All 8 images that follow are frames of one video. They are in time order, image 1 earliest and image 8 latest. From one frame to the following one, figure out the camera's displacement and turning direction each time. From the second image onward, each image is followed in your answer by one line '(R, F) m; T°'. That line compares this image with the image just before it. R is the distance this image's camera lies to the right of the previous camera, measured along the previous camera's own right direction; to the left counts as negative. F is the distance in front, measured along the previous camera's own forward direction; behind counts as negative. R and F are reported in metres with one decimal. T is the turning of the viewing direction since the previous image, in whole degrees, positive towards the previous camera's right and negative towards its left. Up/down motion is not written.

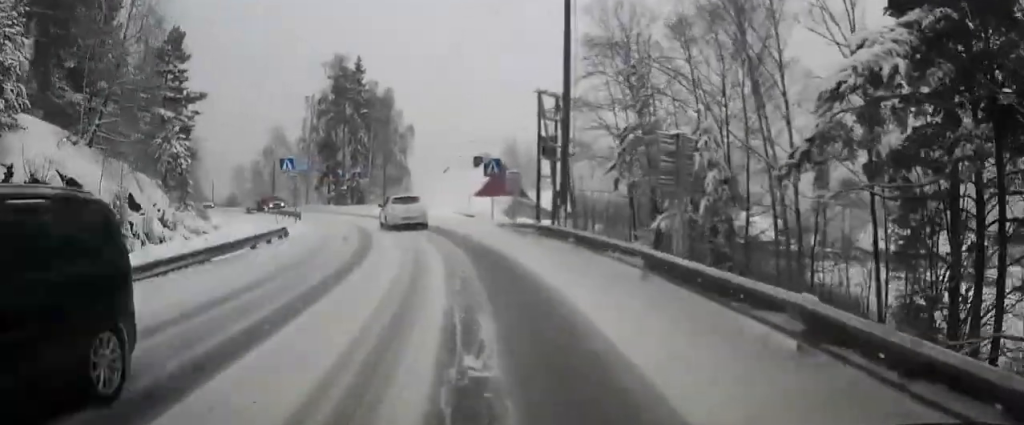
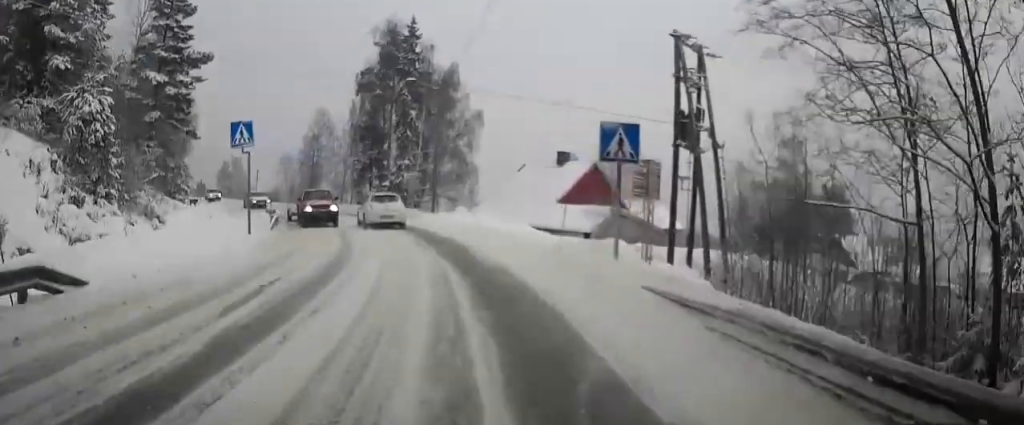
(-0.3, +15.1) m; -6°
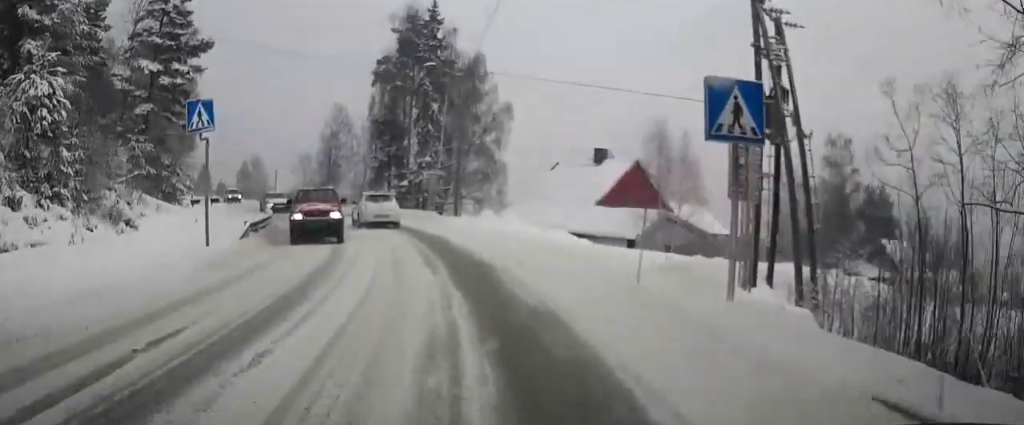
(+0.1, +4.9) m; -3°
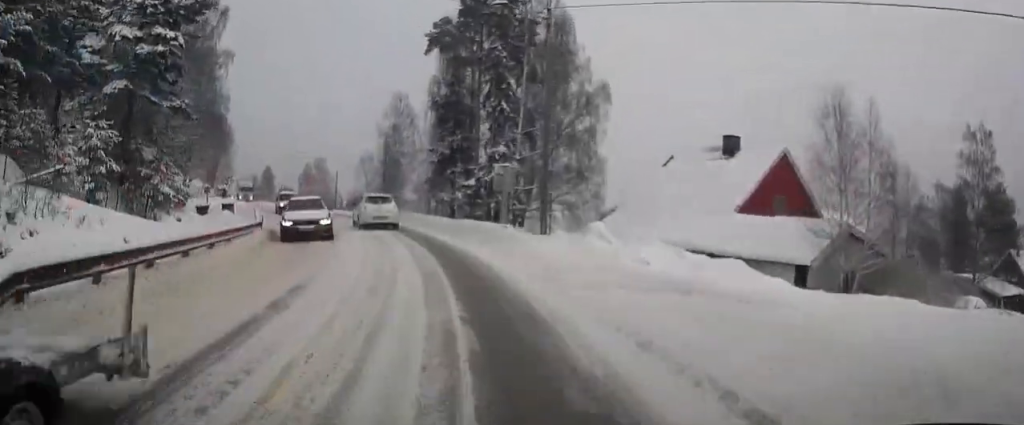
(-1.6, +11.6) m; -12°
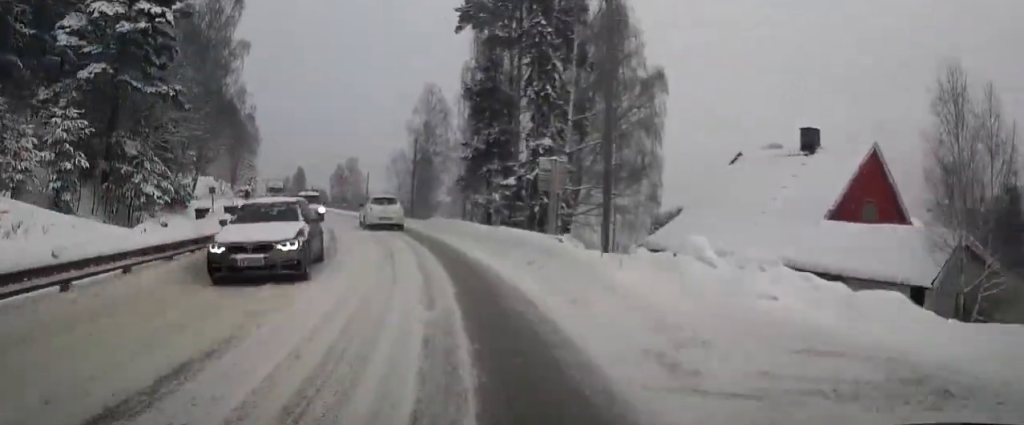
(-0.3, +5.1) m; -3°
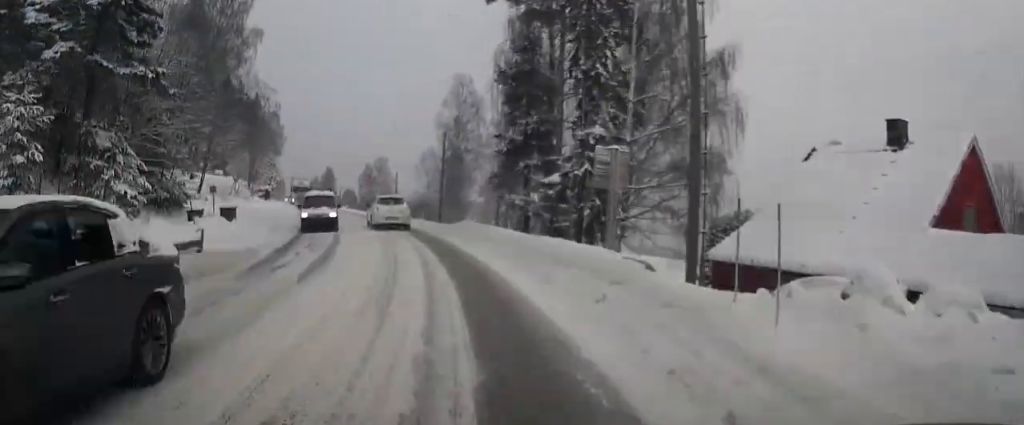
(-0.1, +4.7) m; -3°
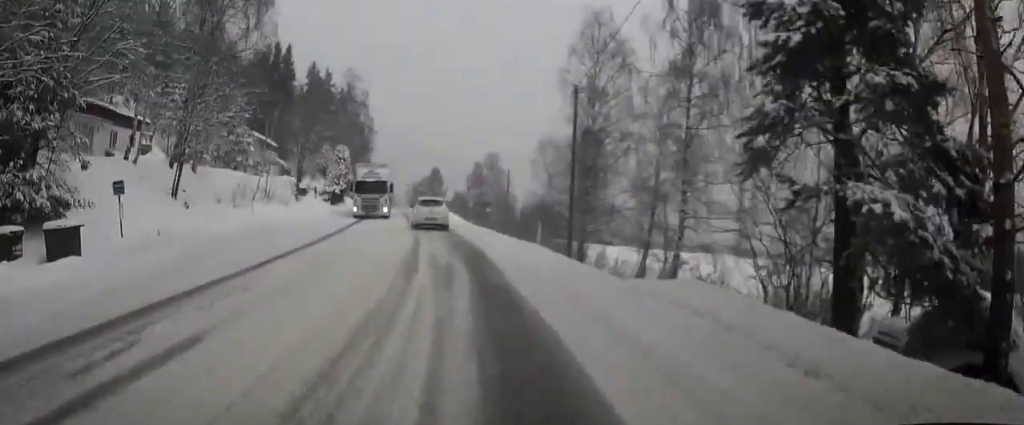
(-1.6, +19.0) m; -9°
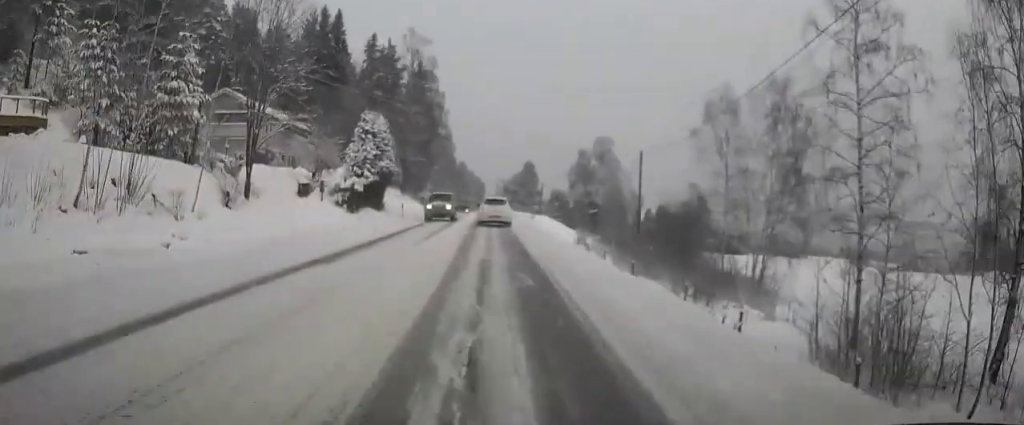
(-2.3, +24.6) m; -11°
